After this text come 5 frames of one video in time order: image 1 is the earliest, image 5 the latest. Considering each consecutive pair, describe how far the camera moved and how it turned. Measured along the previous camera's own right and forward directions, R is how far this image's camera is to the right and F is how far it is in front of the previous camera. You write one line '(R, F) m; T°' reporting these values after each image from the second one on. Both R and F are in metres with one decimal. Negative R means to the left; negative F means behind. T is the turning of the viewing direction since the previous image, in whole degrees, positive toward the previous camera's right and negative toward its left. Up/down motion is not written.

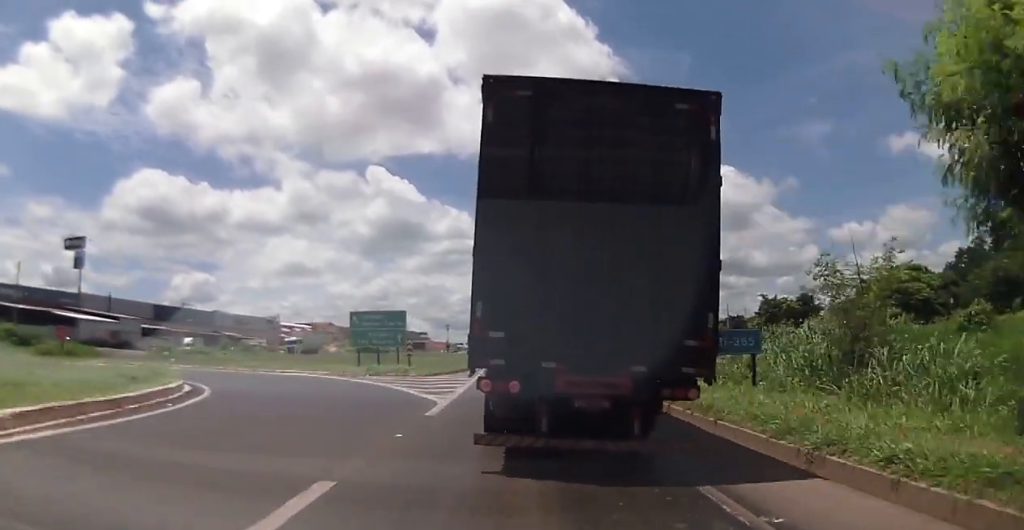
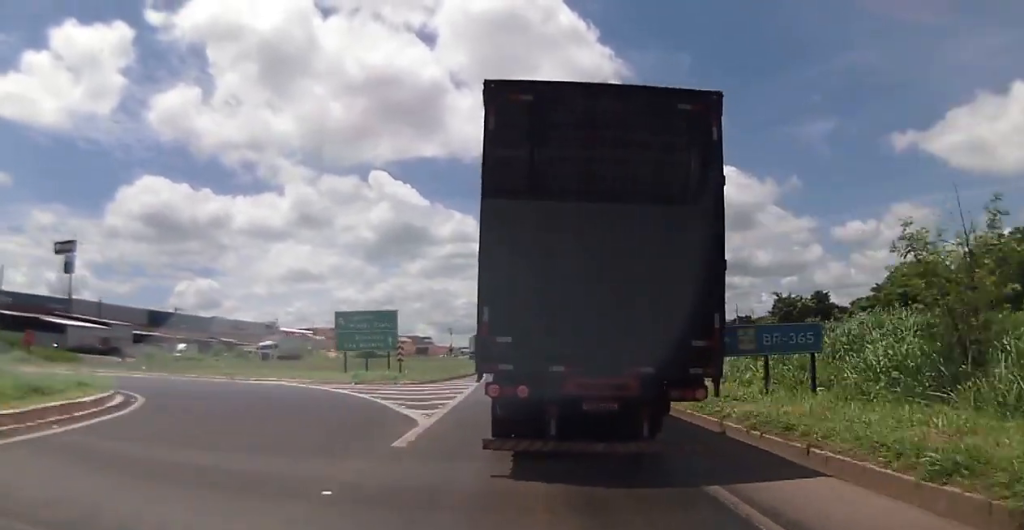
(0.0, +4.2) m; 0°
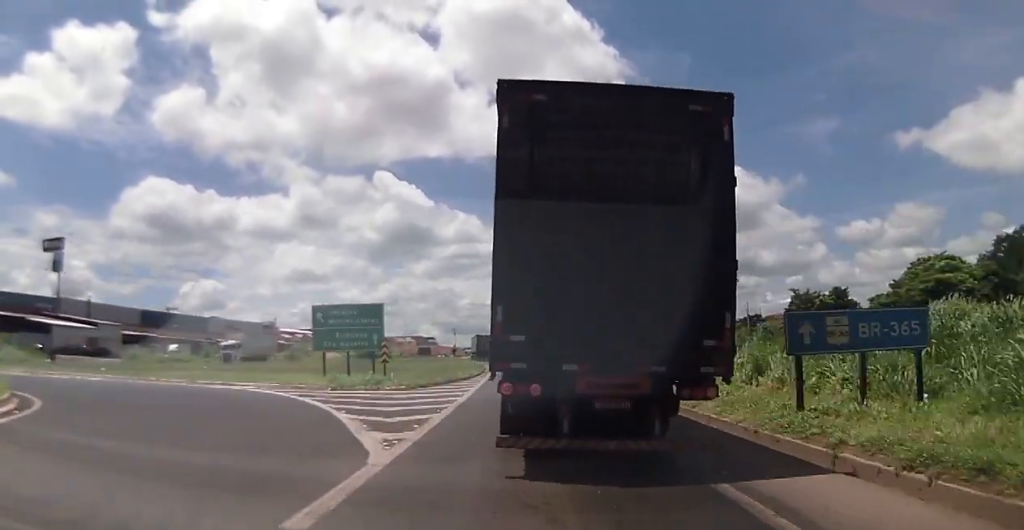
(0.0, +4.8) m; 0°
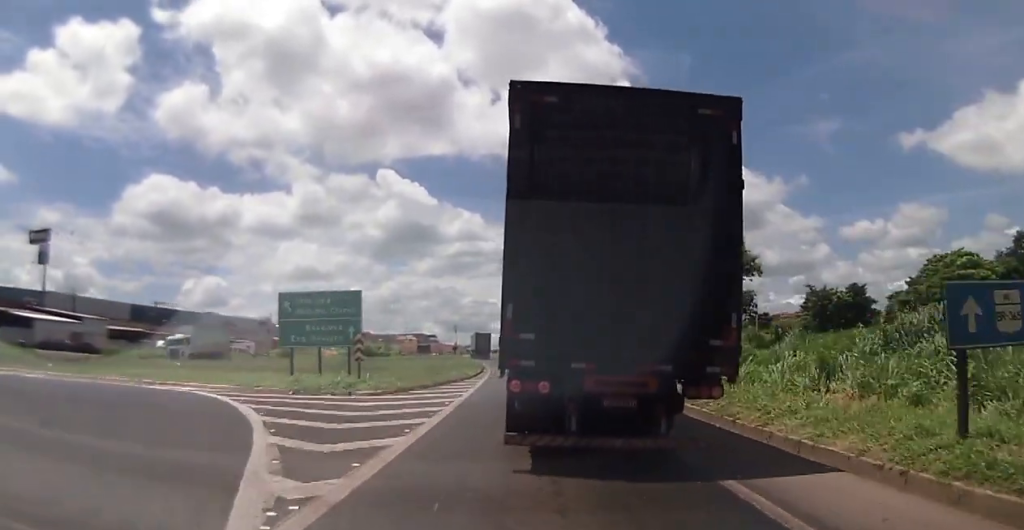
(0.0, +4.8) m; 0°
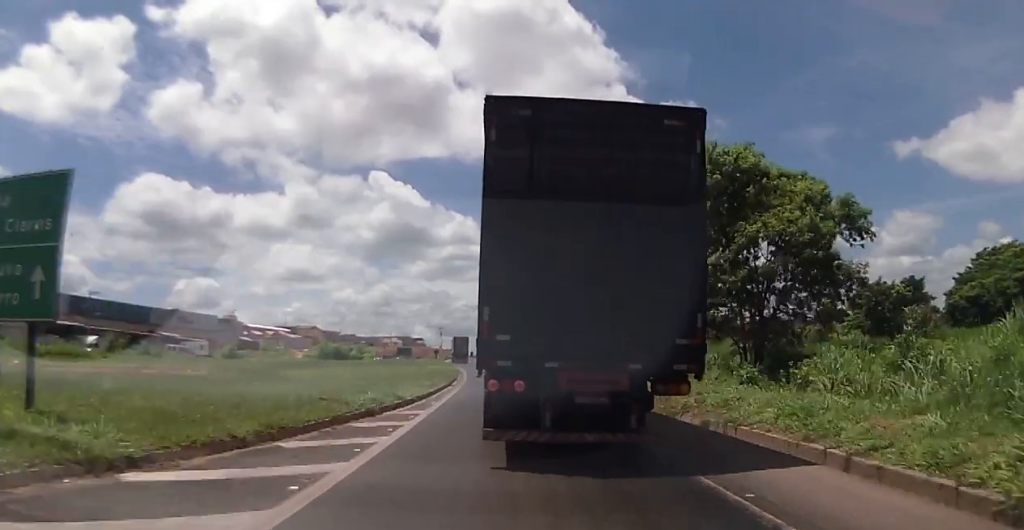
(-0.2, +17.2) m; +1°
